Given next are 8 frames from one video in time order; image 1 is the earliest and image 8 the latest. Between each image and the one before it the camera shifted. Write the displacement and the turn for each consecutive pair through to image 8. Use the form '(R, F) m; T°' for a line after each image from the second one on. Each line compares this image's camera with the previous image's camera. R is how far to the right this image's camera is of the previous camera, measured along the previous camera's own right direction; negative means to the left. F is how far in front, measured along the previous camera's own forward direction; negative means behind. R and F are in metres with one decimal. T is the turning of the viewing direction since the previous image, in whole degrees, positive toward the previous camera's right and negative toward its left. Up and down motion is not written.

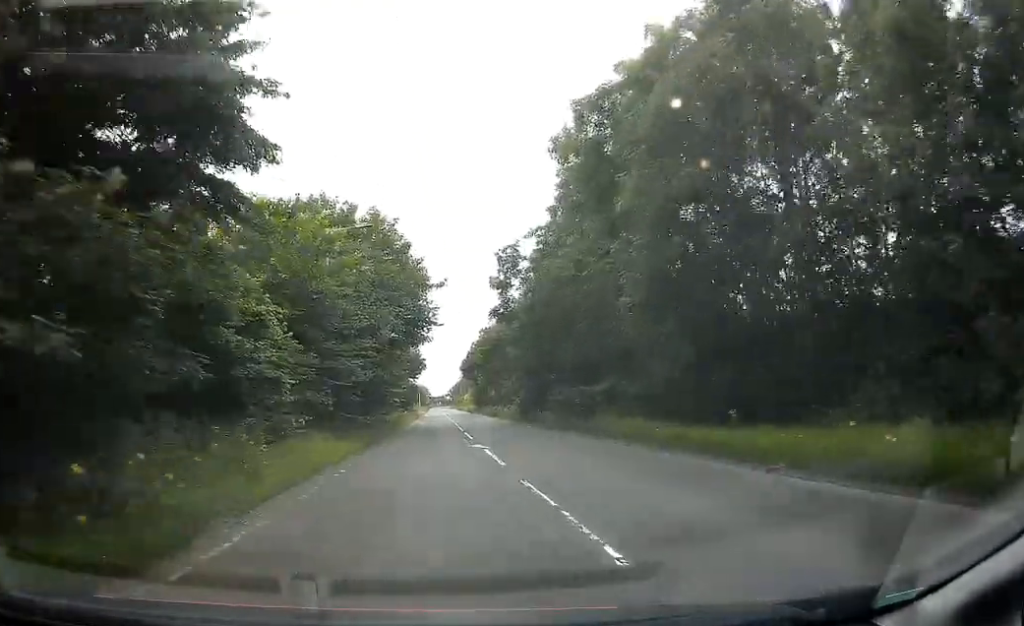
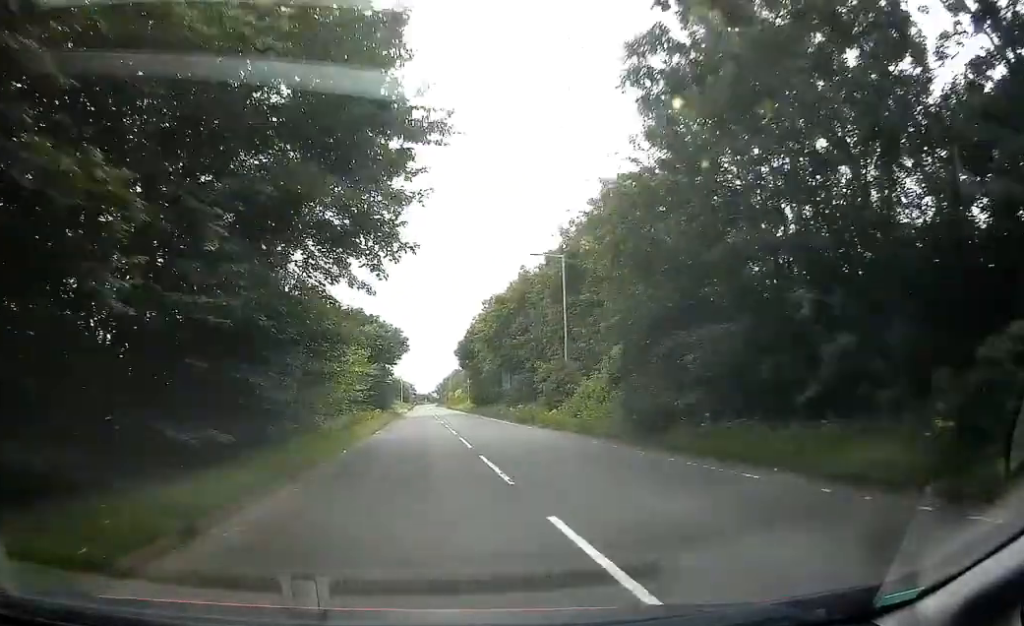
(+0.7, +25.2) m; +1°
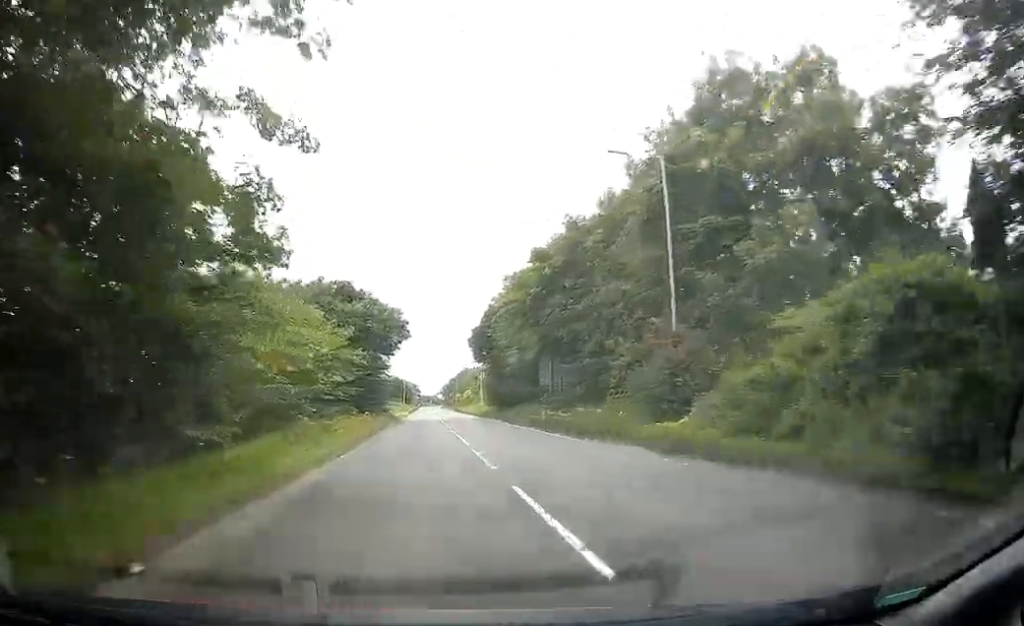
(-0.4, +15.0) m; +1°
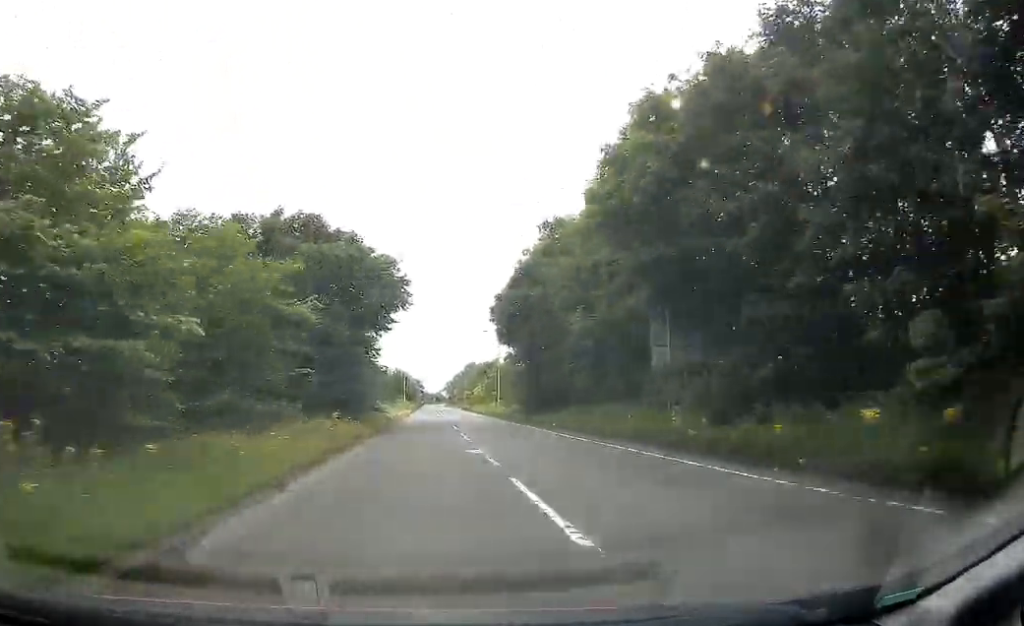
(+0.4, +16.1) m; +1°
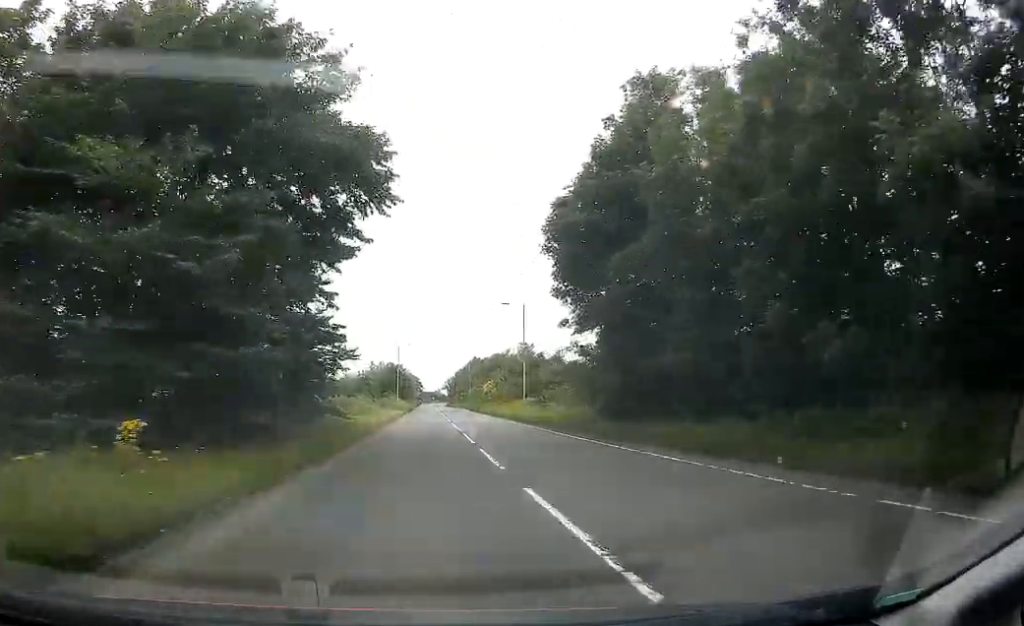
(0.0, +19.3) m; 0°
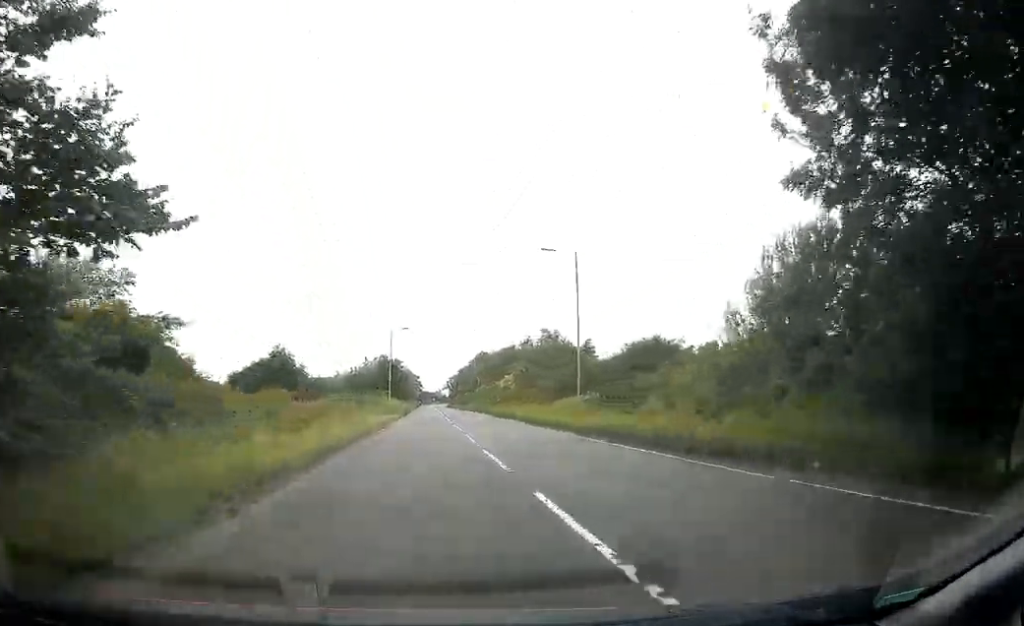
(0.0, +18.6) m; 0°
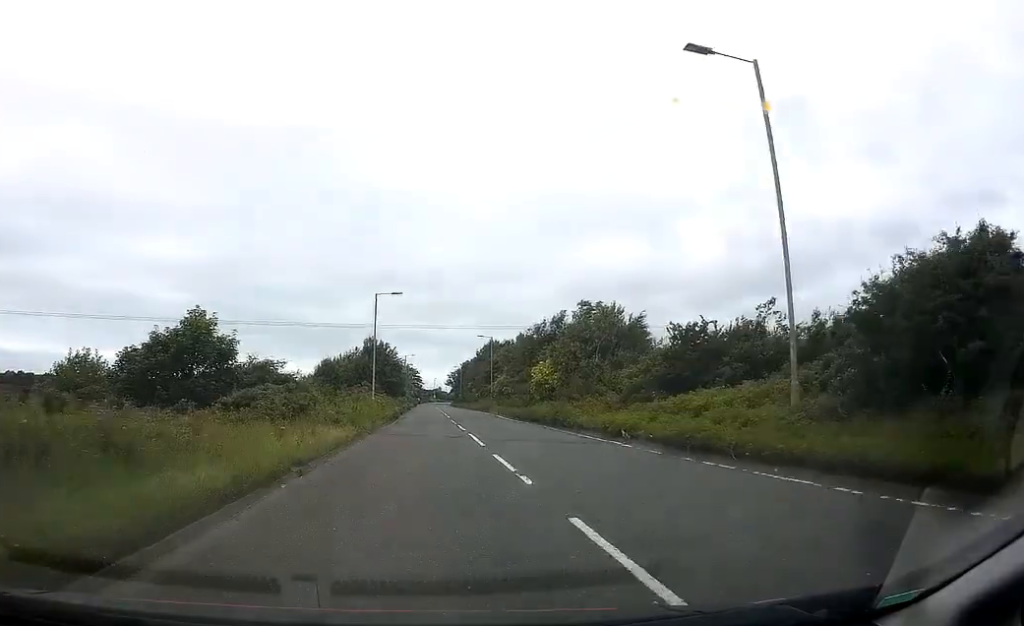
(-0.1, +19.7) m; -1°
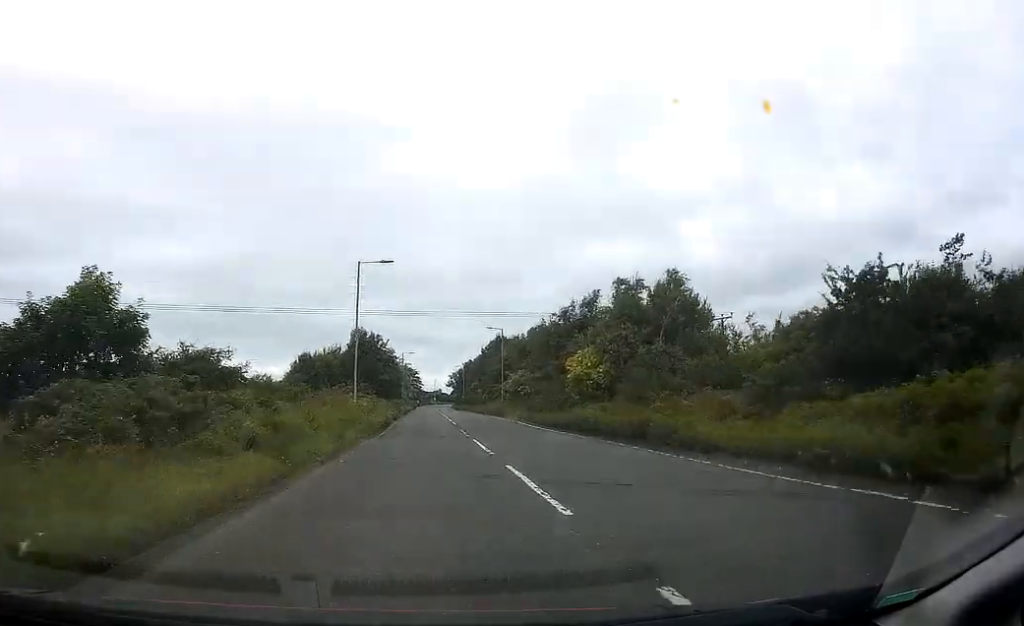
(-0.1, +12.1) m; -1°
